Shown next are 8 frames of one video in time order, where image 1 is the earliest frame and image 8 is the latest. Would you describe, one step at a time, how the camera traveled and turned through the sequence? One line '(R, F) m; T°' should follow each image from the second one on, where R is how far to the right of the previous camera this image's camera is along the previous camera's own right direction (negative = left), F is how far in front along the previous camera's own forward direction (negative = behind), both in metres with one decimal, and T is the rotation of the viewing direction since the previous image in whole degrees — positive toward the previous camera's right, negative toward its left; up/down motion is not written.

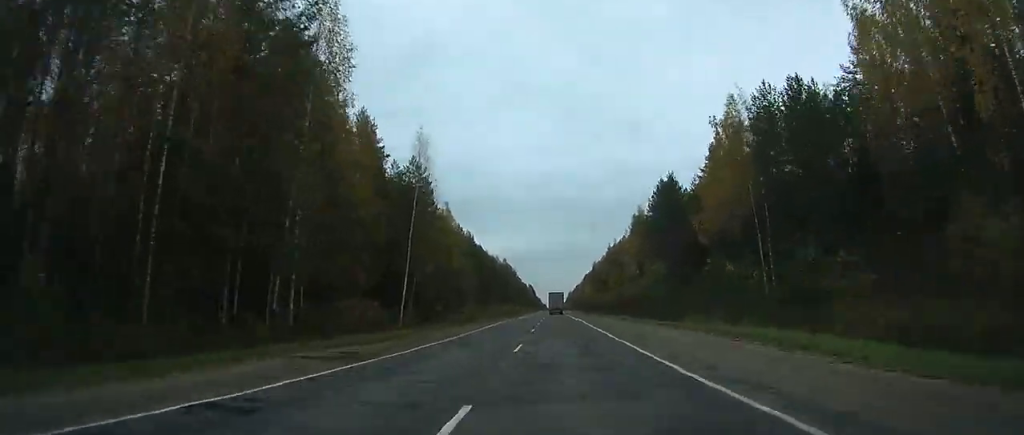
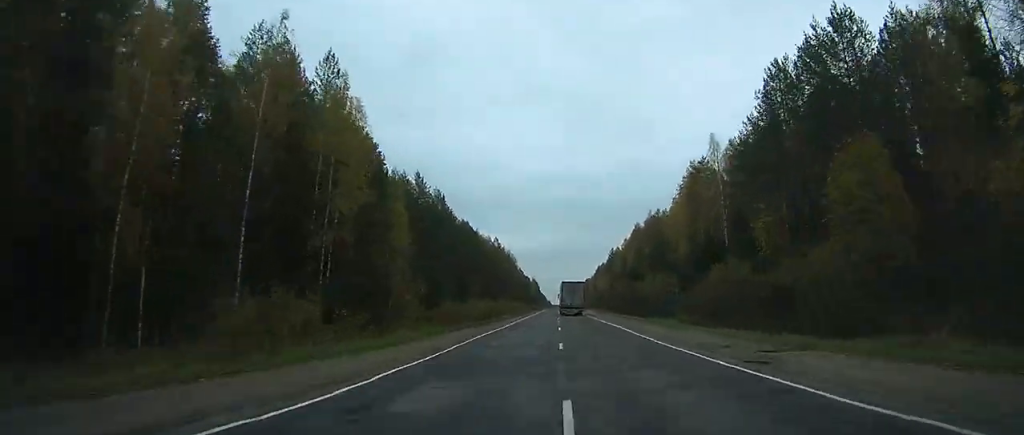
(-0.5, +59.0) m; -1°
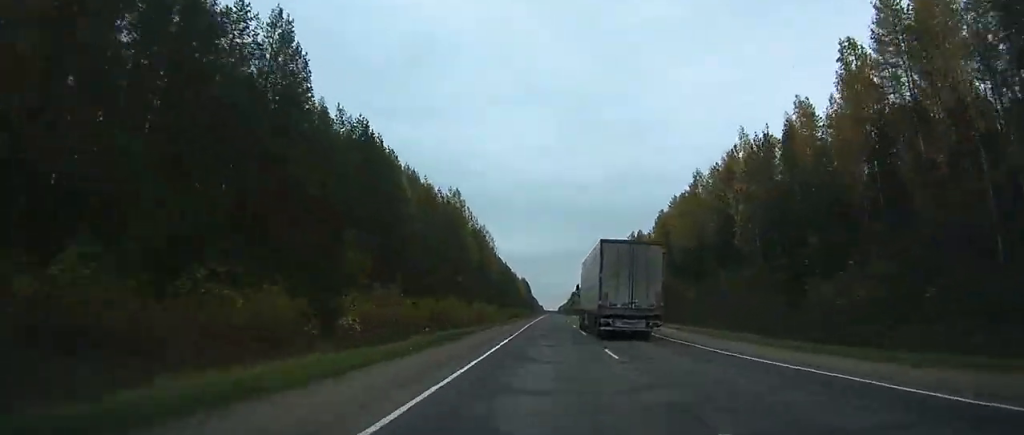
(+0.4, +73.8) m; +1°
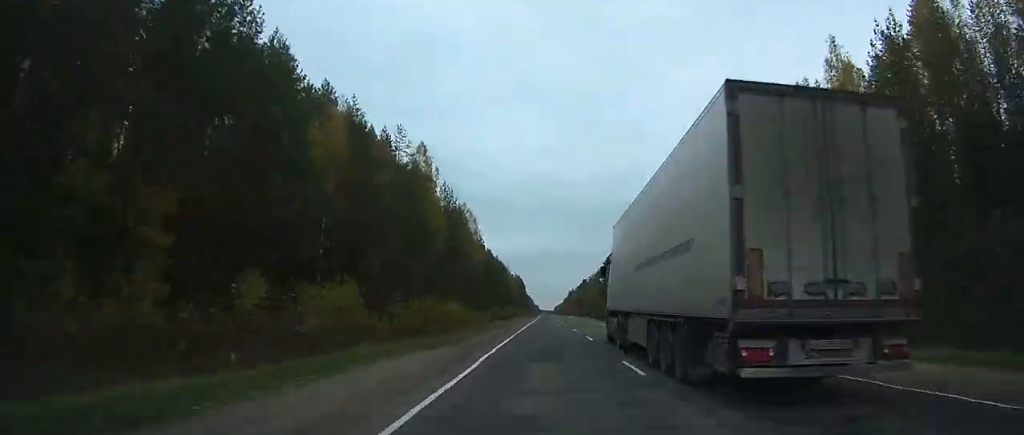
(+0.1, +28.9) m; +1°
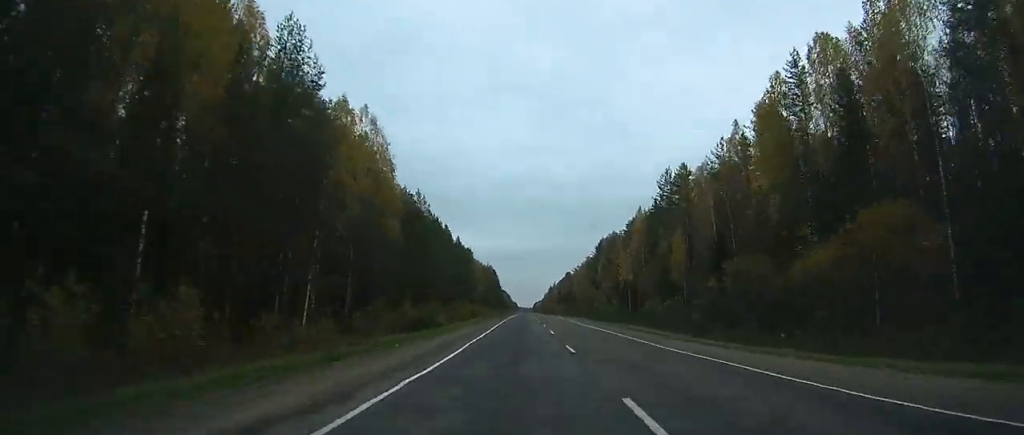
(+0.8, +55.2) m; +1°
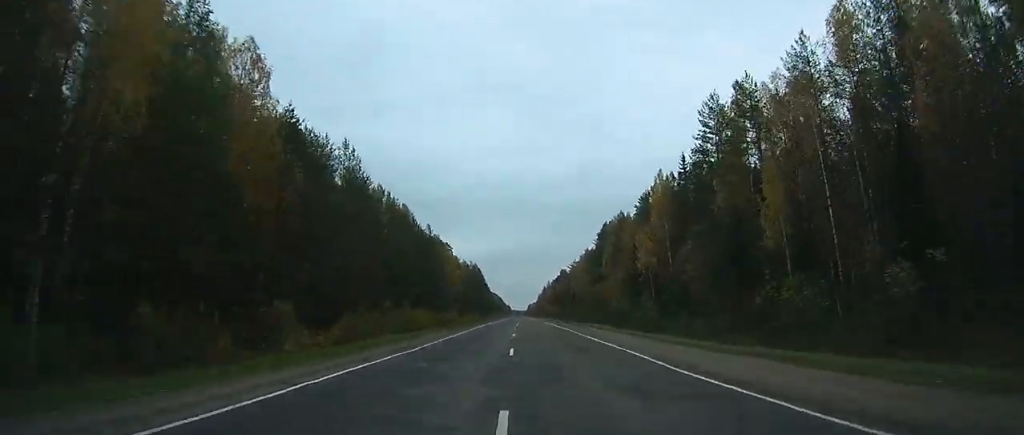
(+0.2, +36.6) m; 0°
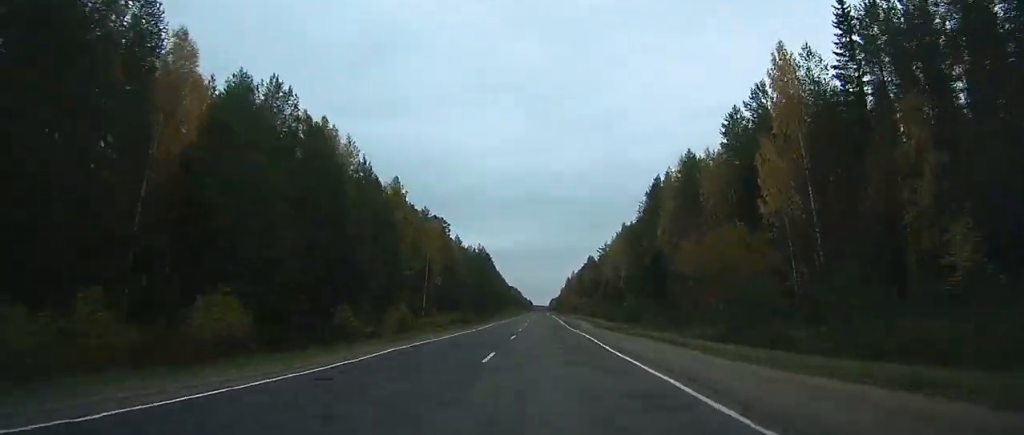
(-0.5, +49.0) m; -1°
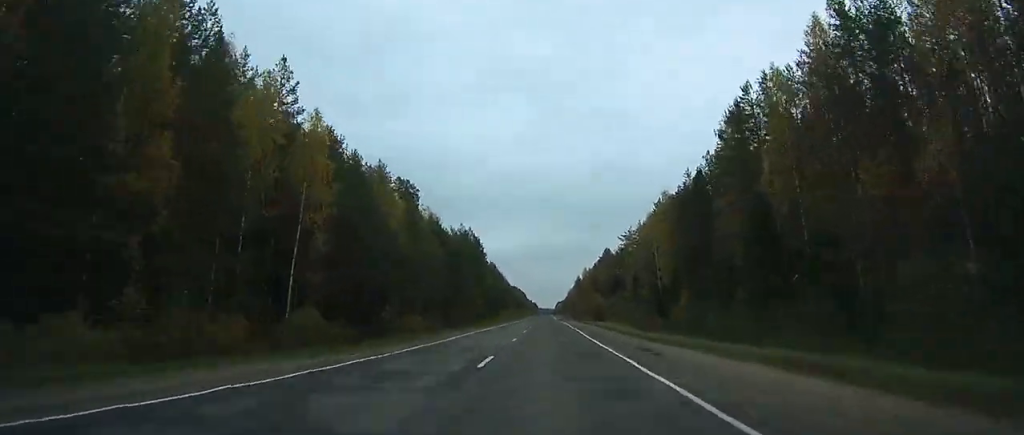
(-0.5, +49.1) m; -1°
